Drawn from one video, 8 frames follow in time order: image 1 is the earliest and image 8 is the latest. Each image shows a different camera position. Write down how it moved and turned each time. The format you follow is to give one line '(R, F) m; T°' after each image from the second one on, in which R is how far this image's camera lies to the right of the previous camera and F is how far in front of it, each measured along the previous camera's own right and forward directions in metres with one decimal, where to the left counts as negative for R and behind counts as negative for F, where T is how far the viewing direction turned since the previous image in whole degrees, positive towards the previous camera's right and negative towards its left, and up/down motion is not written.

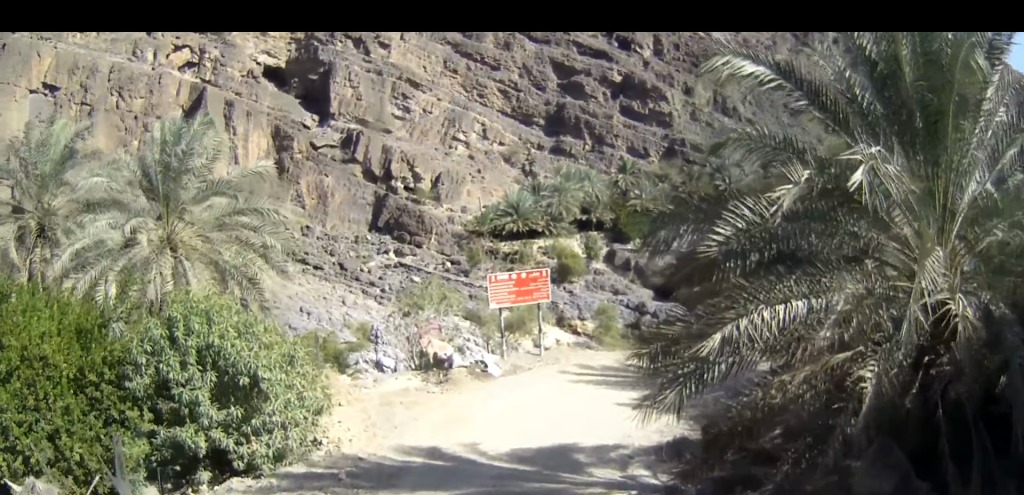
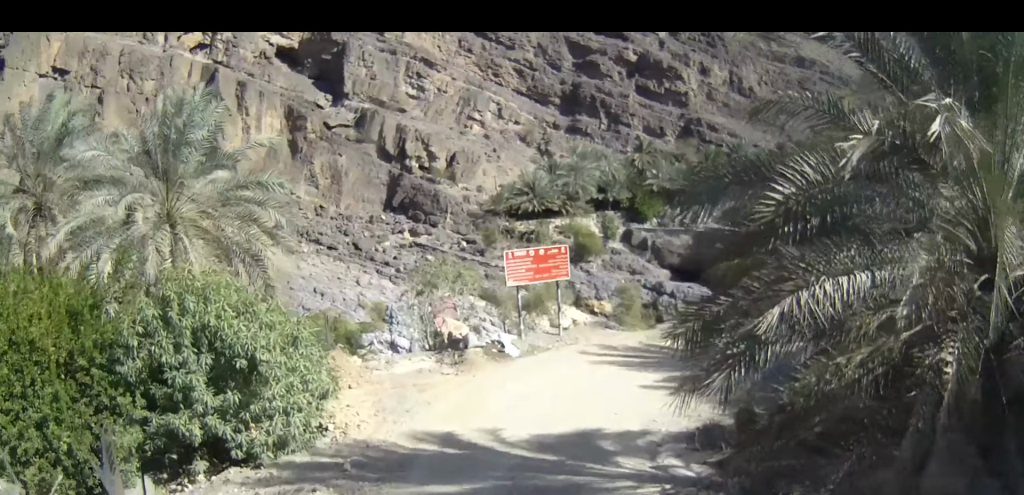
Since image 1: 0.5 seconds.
(0.0, +0.8) m; 0°
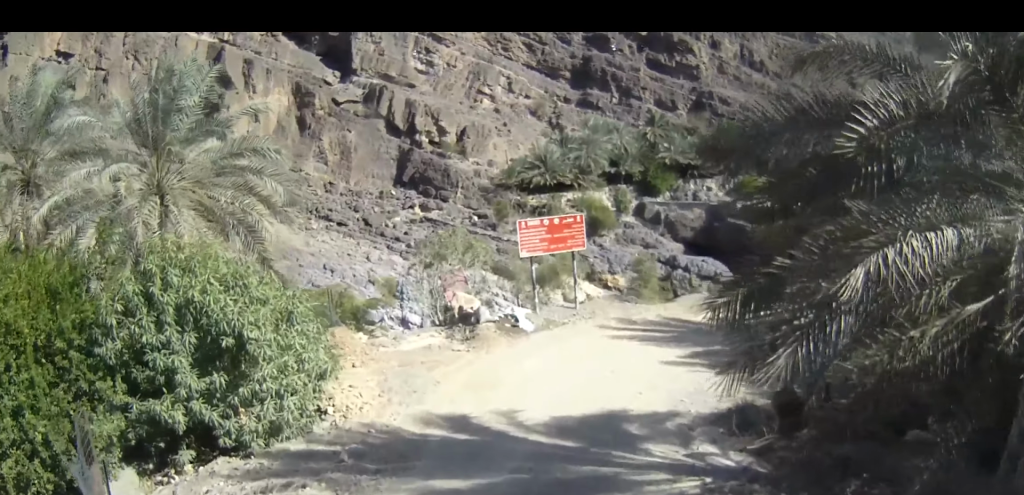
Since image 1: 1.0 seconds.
(0.0, +0.8) m; 0°
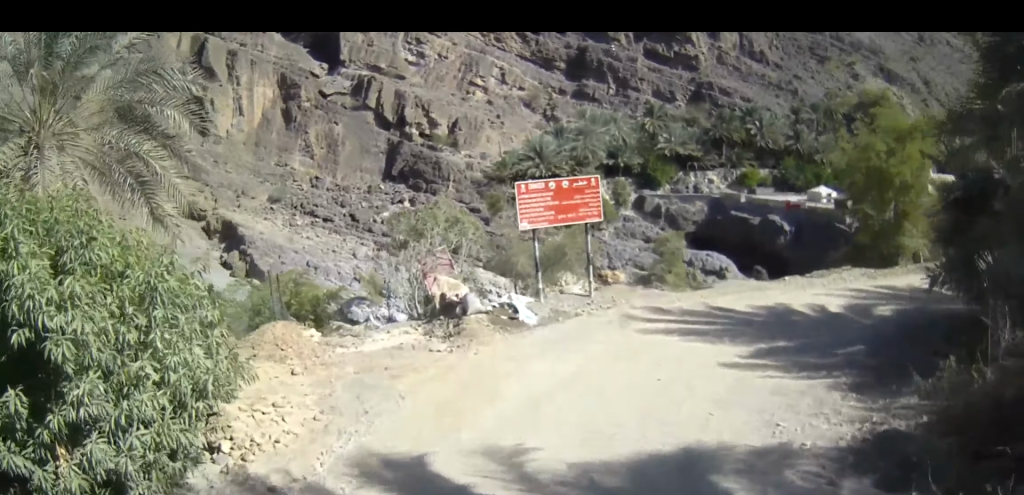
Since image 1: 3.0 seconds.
(0.0, +4.6) m; +3°
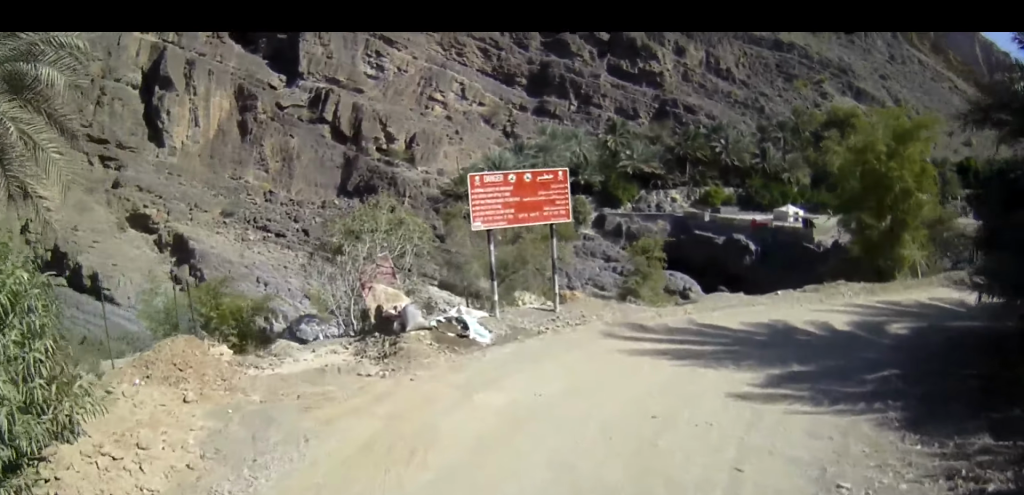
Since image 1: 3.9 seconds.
(+0.1, +2.8) m; 0°
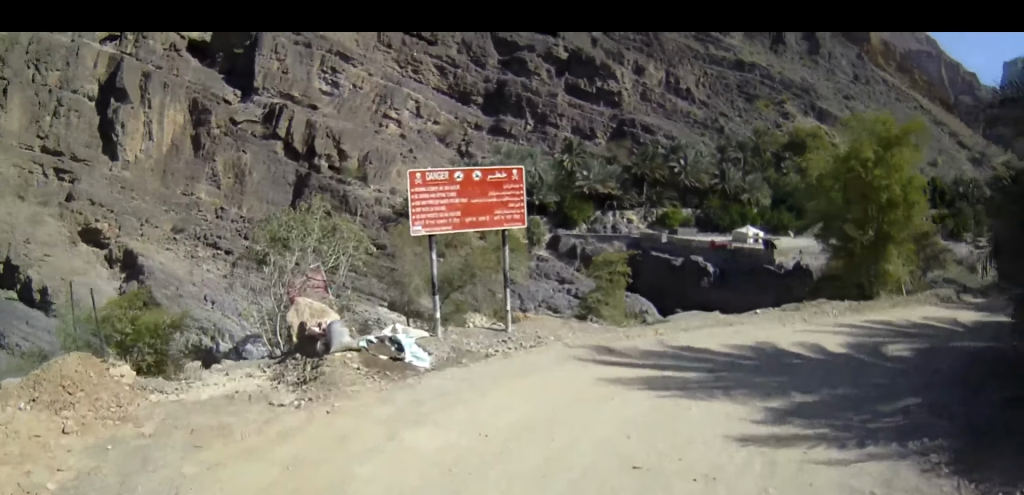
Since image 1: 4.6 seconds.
(-0.1, +2.2) m; +6°
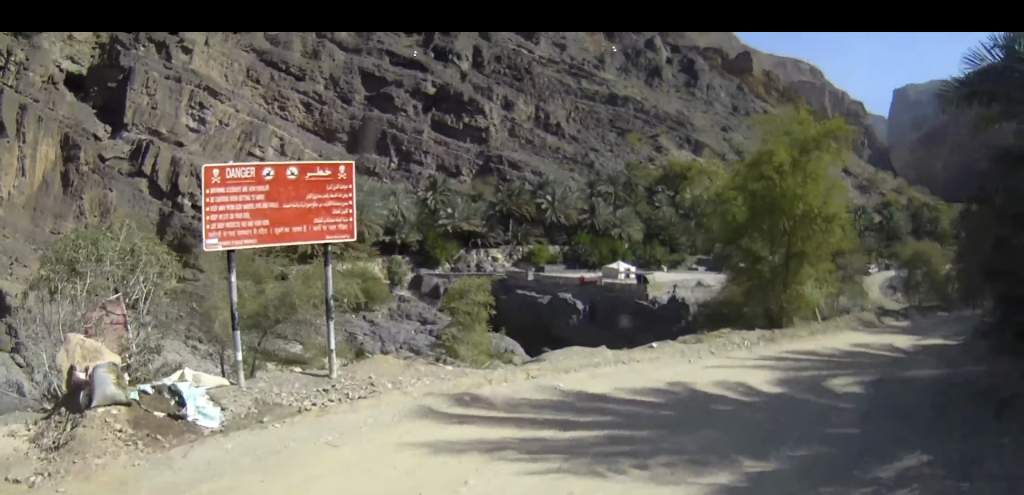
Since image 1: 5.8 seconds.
(+0.5, +3.4) m; +17°
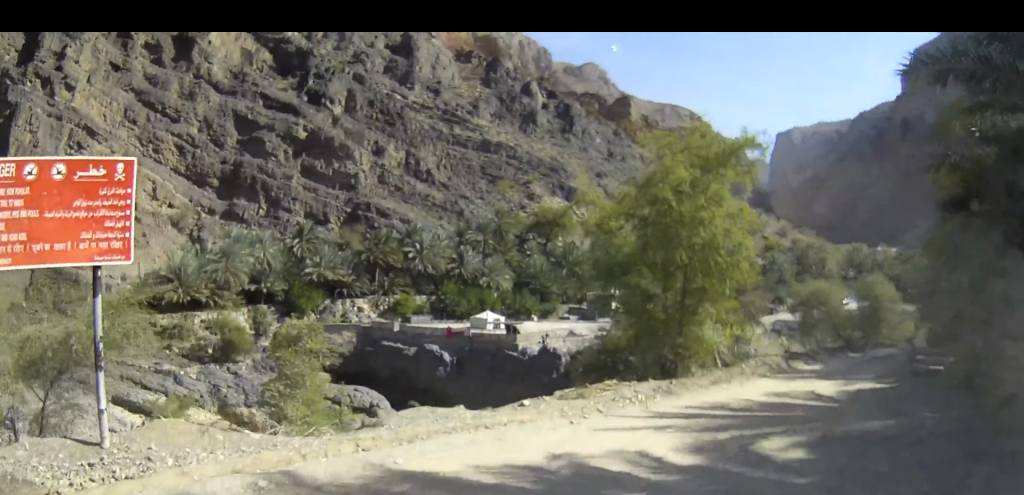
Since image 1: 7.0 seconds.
(+0.4, +3.4) m; +12°
